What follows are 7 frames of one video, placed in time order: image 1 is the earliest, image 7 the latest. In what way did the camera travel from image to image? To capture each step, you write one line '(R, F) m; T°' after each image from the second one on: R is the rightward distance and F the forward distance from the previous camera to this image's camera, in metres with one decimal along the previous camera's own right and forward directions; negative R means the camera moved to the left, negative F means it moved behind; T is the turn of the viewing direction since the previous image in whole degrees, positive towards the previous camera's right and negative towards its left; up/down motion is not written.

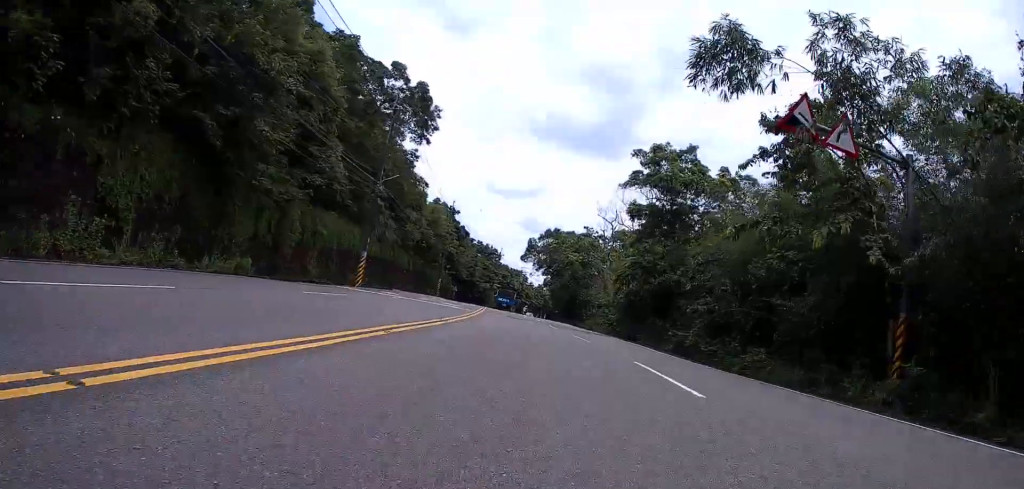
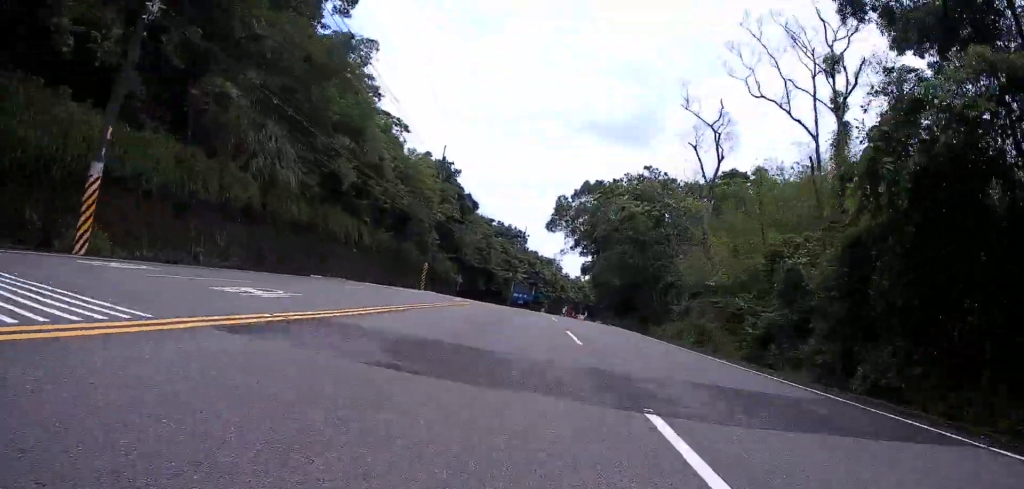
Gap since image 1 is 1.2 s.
(-2.2, +24.1) m; -6°
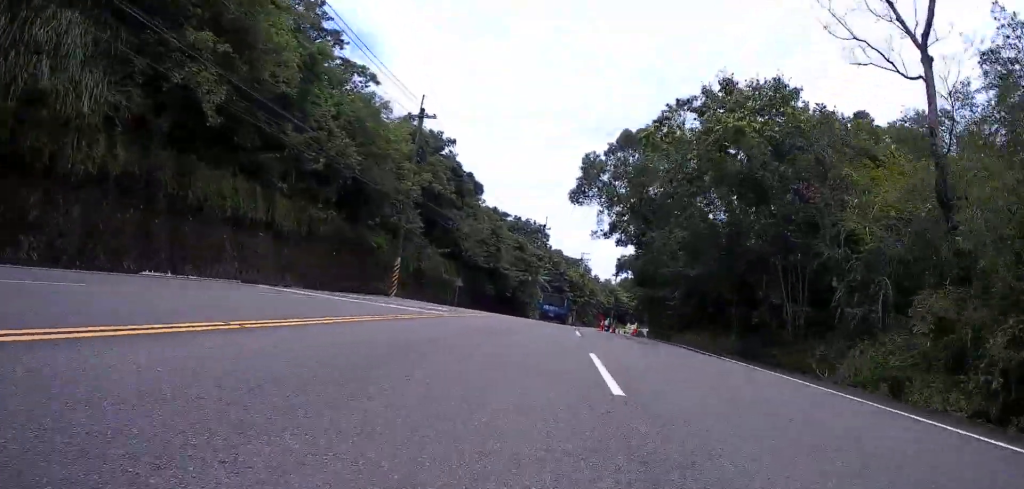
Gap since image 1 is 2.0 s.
(0.0, +15.6) m; 0°
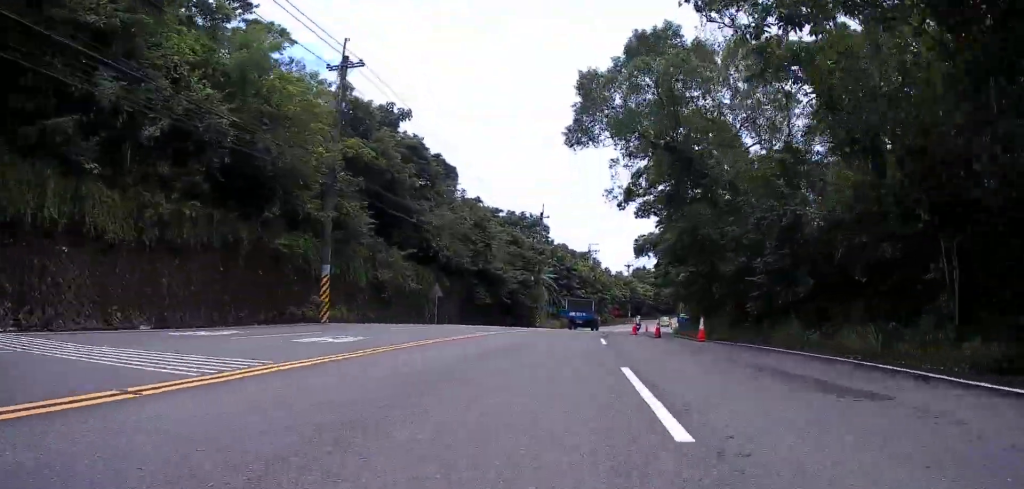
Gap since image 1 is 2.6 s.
(0.0, +11.8) m; +1°
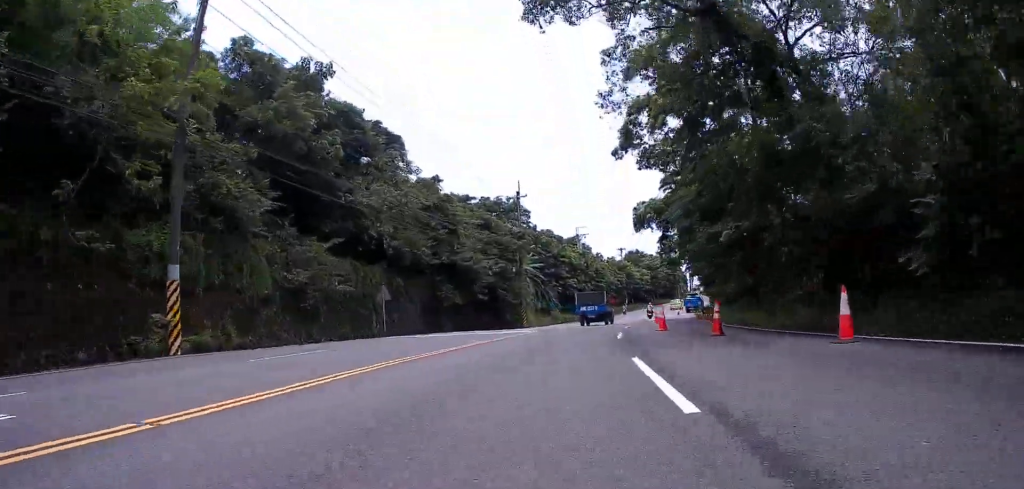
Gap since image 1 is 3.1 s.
(-0.2, +9.8) m; +1°
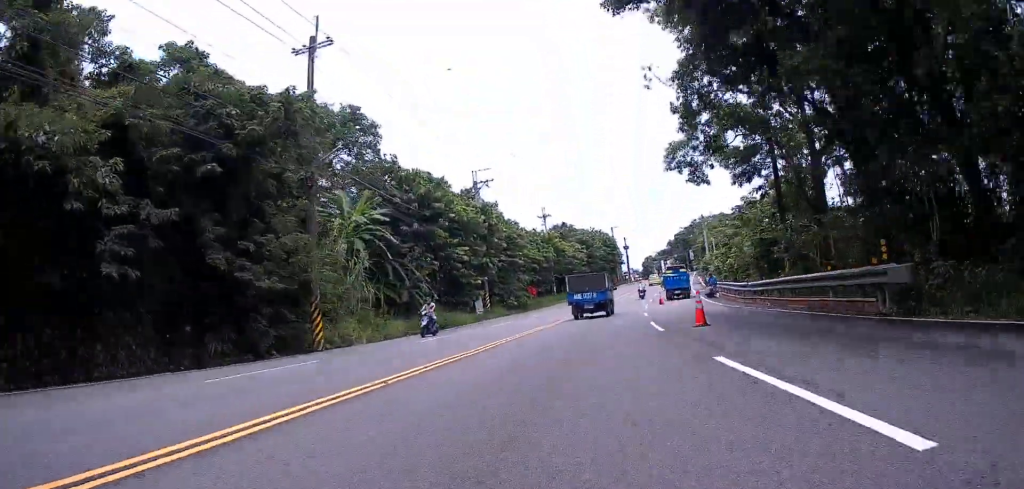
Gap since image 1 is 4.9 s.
(+0.8, +32.1) m; 0°
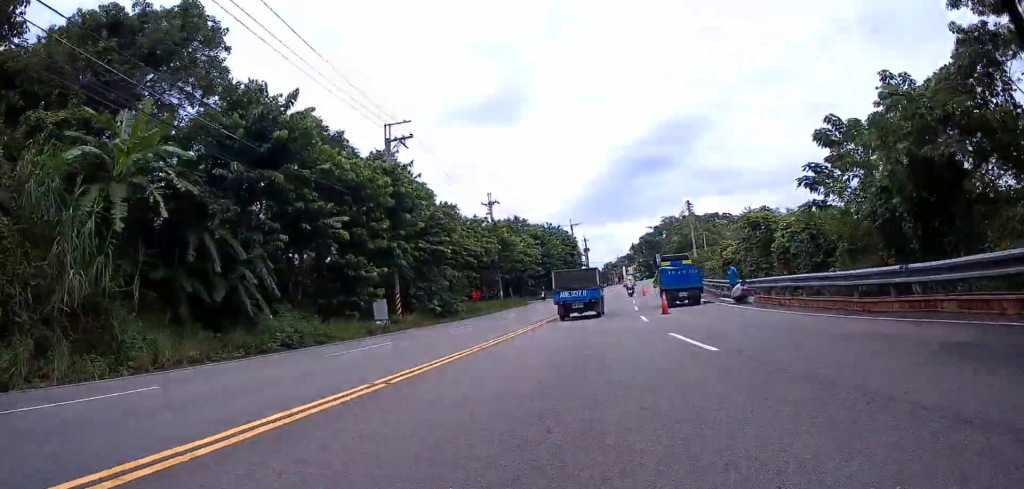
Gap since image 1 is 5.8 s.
(-0.1, +15.8) m; 0°
